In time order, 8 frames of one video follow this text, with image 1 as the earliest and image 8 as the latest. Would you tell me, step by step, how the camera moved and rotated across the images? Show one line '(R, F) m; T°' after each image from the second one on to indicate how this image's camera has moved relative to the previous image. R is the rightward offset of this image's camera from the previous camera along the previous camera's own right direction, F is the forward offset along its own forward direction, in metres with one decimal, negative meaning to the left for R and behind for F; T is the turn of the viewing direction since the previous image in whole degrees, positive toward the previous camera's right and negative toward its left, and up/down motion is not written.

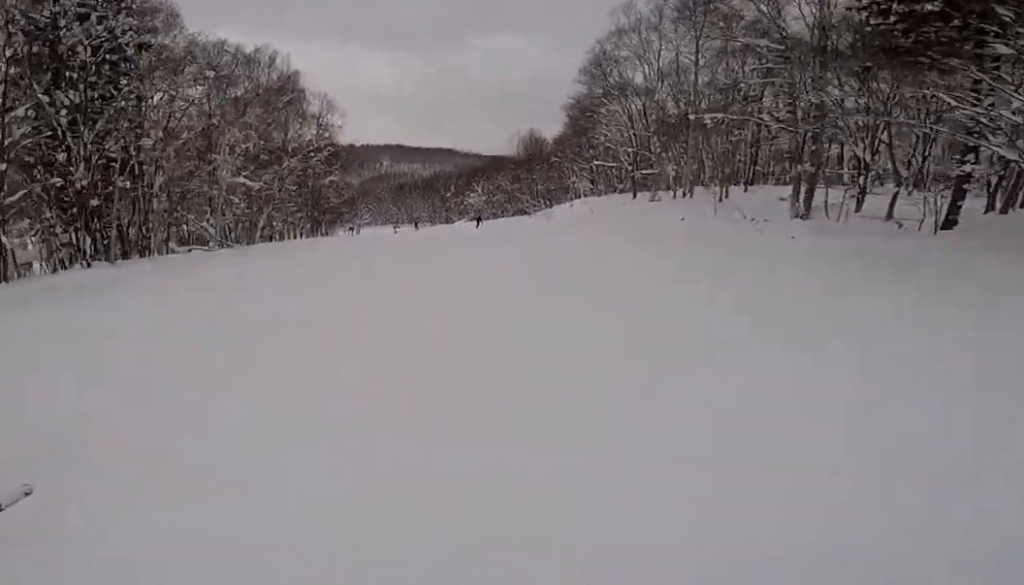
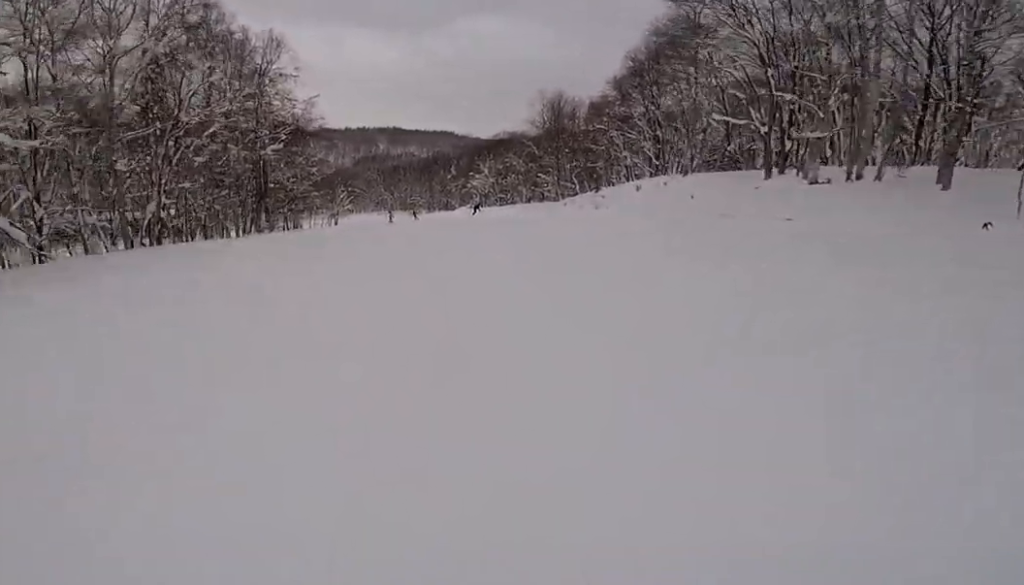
(-1.4, +19.3) m; +1°
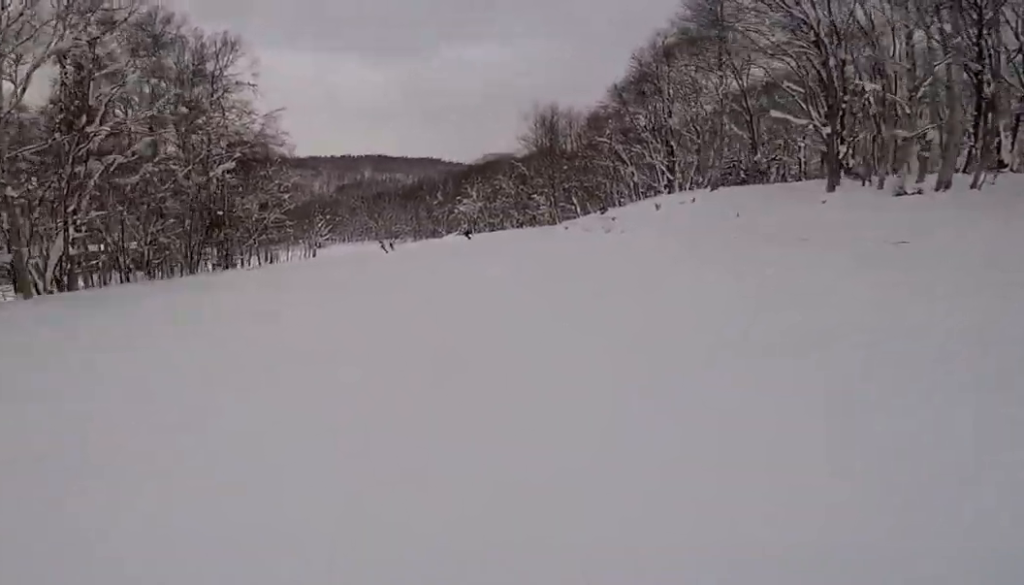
(+0.7, +6.3) m; +3°
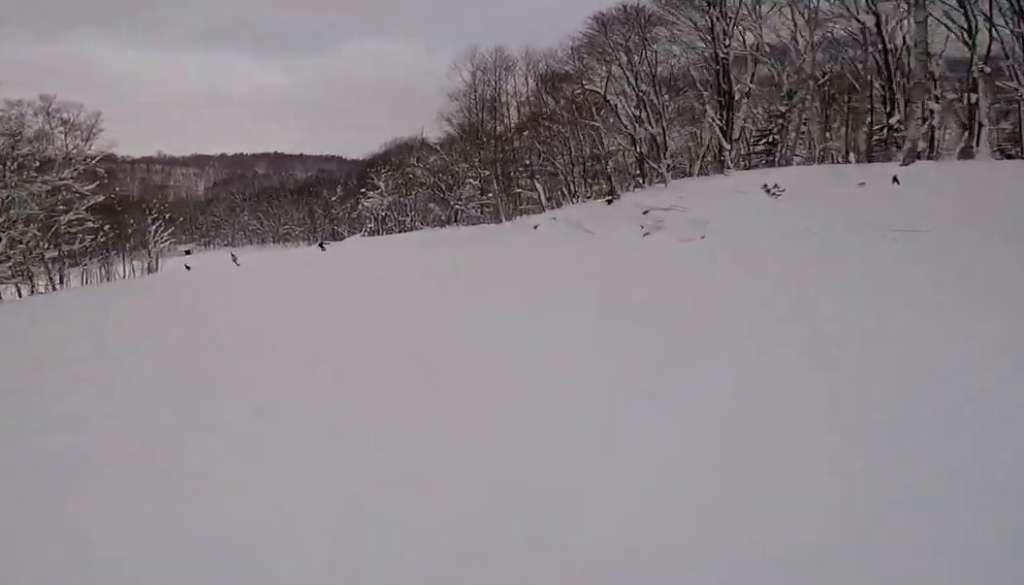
(+0.6, +18.7) m; +3°
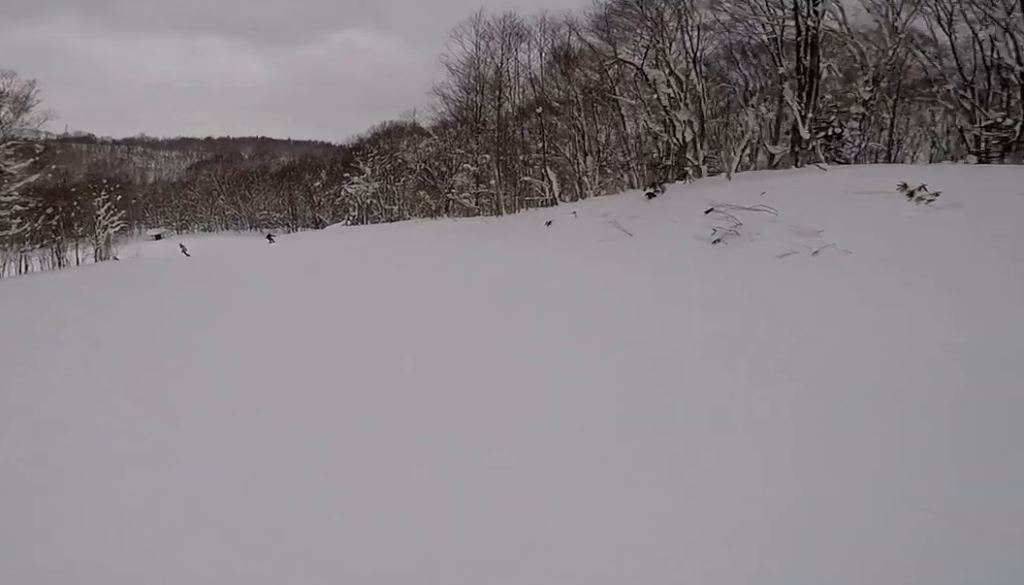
(+0.2, +5.3) m; +1°
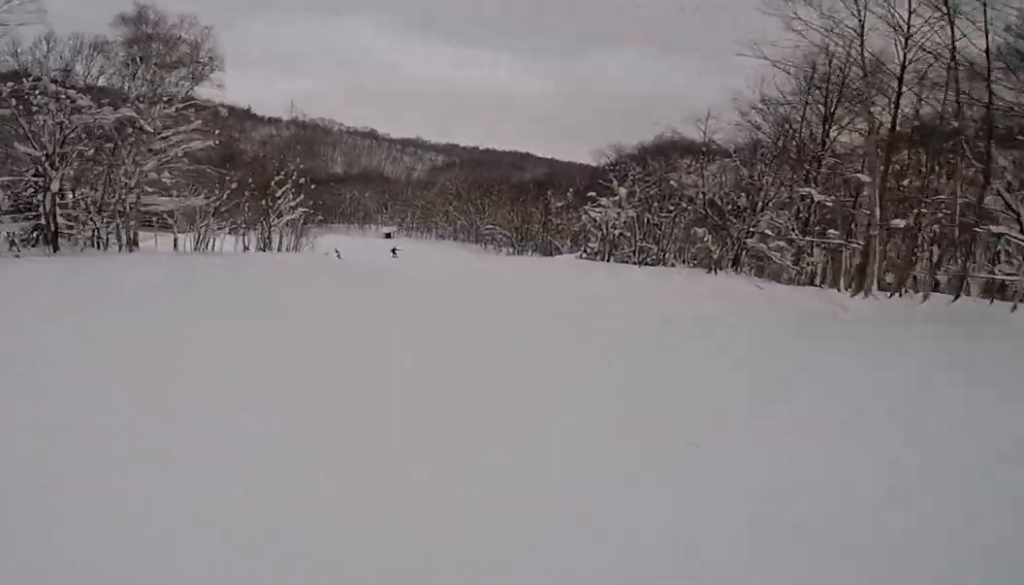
(+0.3, +13.3) m; -11°
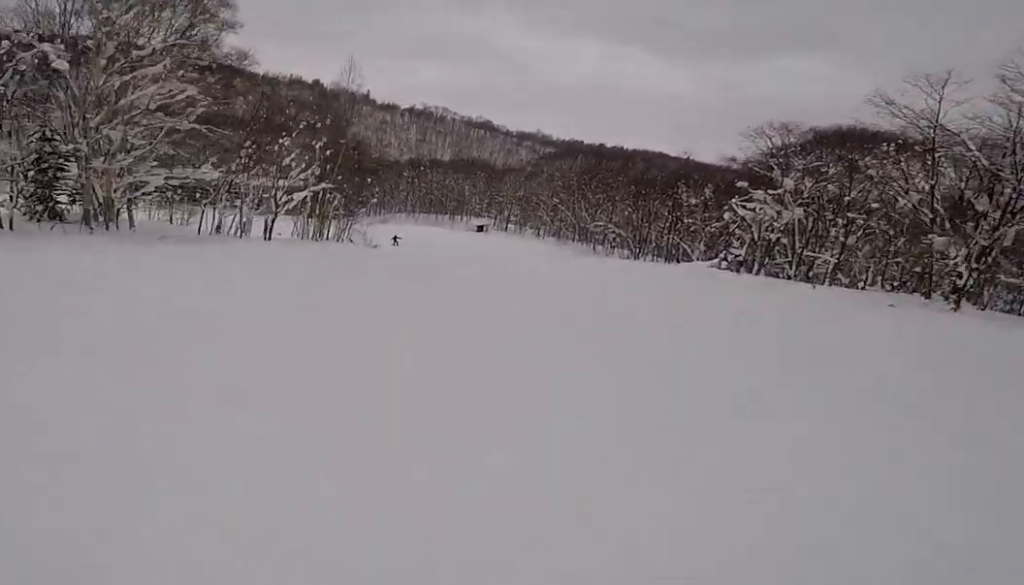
(-2.5, +11.5) m; -19°
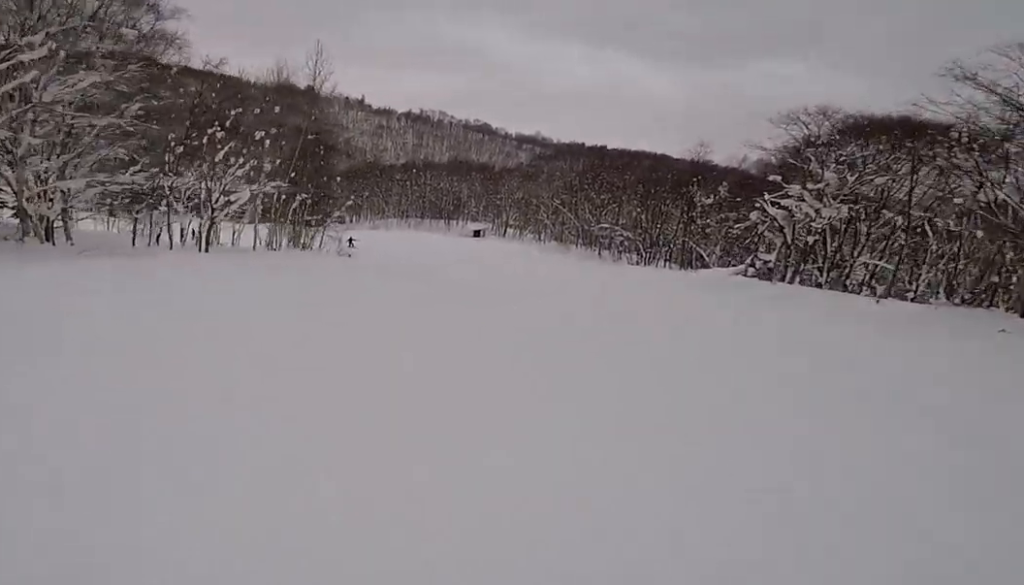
(-0.4, +5.5) m; 0°
